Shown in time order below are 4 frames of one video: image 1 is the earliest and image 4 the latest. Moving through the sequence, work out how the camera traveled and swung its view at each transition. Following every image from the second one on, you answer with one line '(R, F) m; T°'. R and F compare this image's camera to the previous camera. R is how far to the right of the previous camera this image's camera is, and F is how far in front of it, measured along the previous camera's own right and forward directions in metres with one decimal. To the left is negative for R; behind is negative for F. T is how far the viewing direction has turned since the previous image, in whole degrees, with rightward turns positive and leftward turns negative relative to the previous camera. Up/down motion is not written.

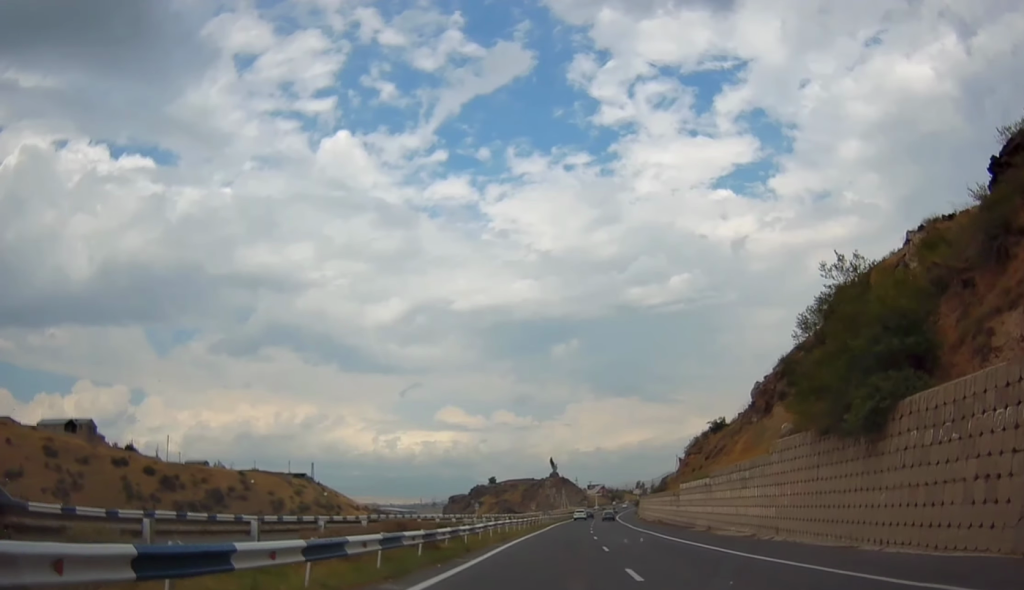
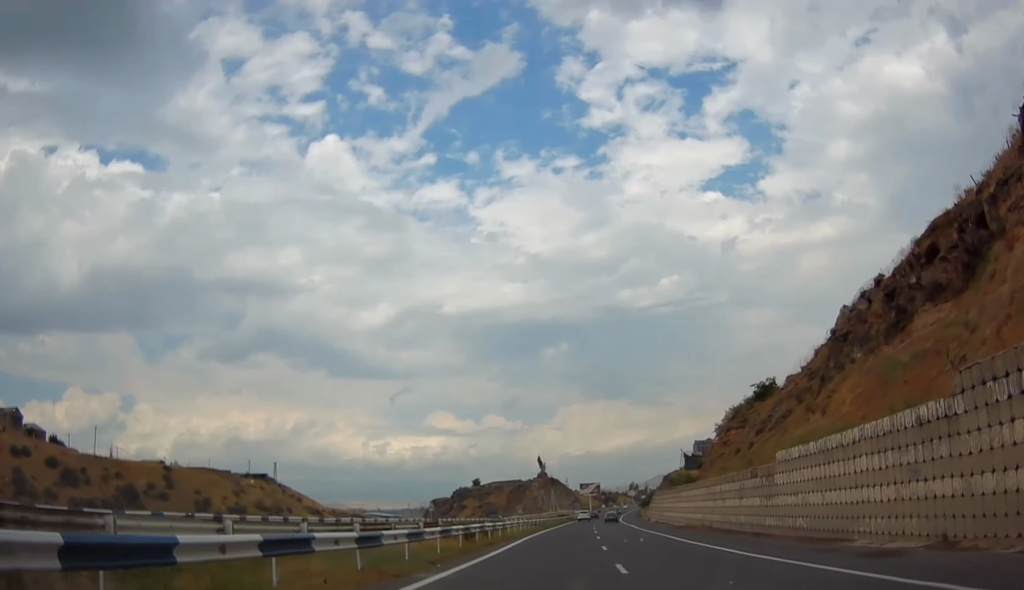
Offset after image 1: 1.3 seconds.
(+0.1, +31.7) m; +2°
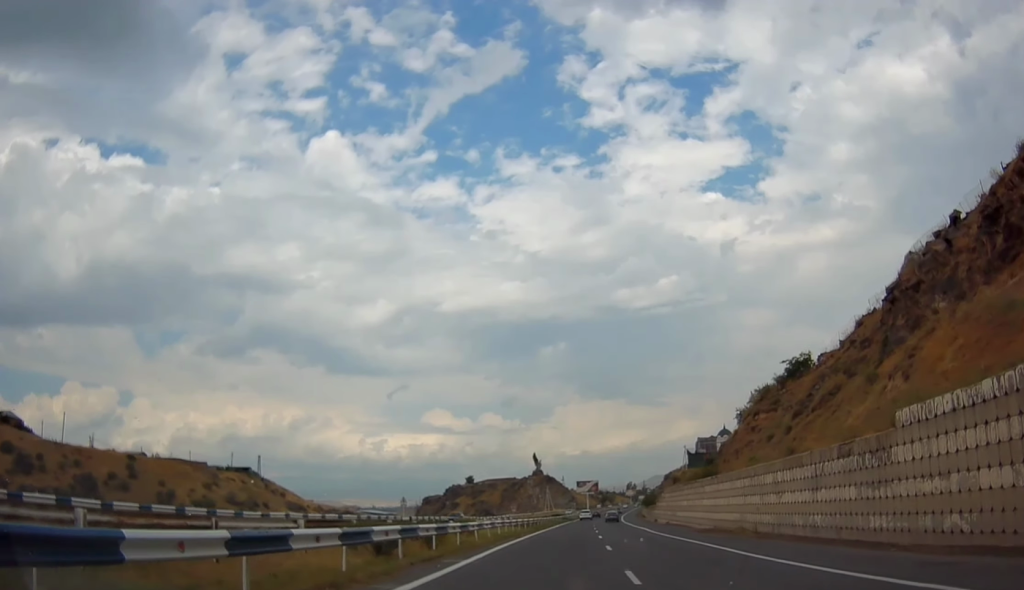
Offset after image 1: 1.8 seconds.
(+0.4, +12.7) m; 0°
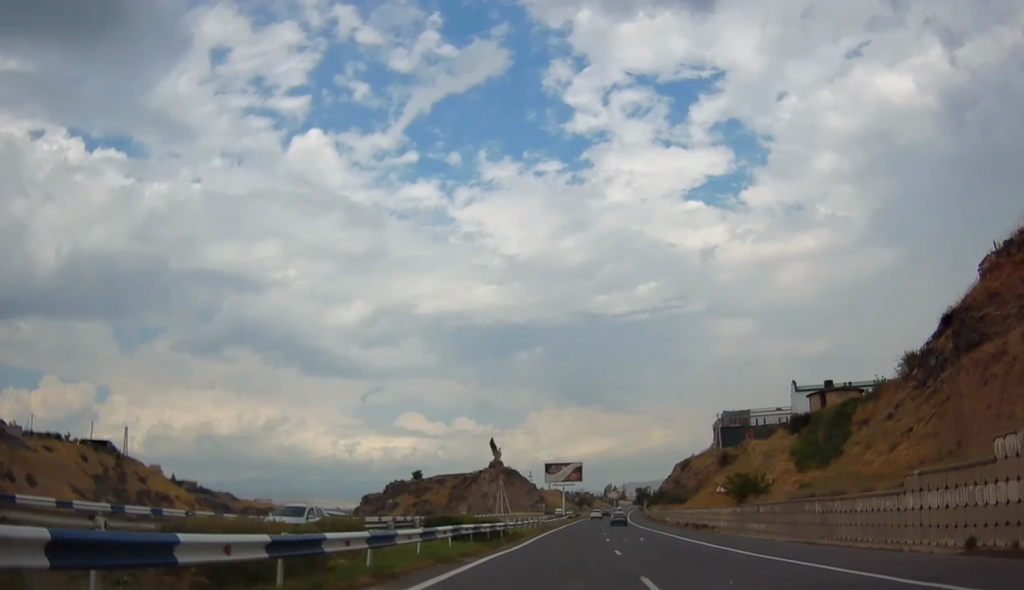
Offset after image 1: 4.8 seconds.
(+1.4, +79.1) m; +2°
